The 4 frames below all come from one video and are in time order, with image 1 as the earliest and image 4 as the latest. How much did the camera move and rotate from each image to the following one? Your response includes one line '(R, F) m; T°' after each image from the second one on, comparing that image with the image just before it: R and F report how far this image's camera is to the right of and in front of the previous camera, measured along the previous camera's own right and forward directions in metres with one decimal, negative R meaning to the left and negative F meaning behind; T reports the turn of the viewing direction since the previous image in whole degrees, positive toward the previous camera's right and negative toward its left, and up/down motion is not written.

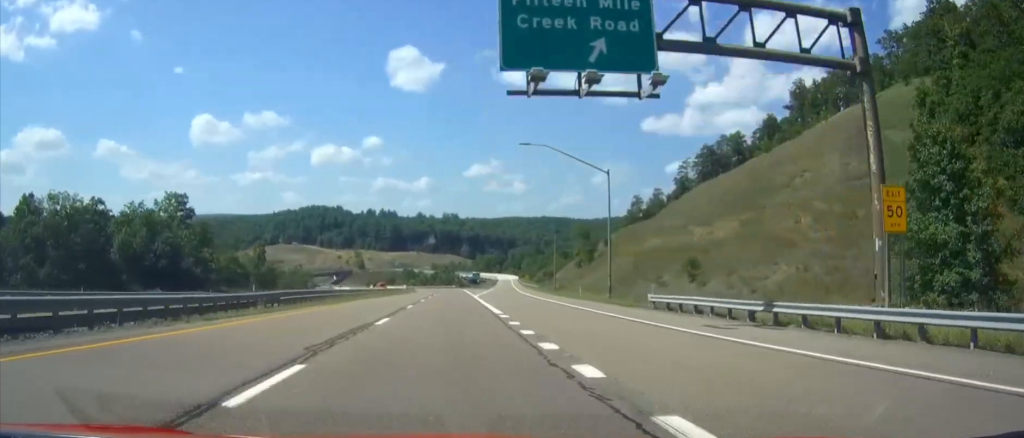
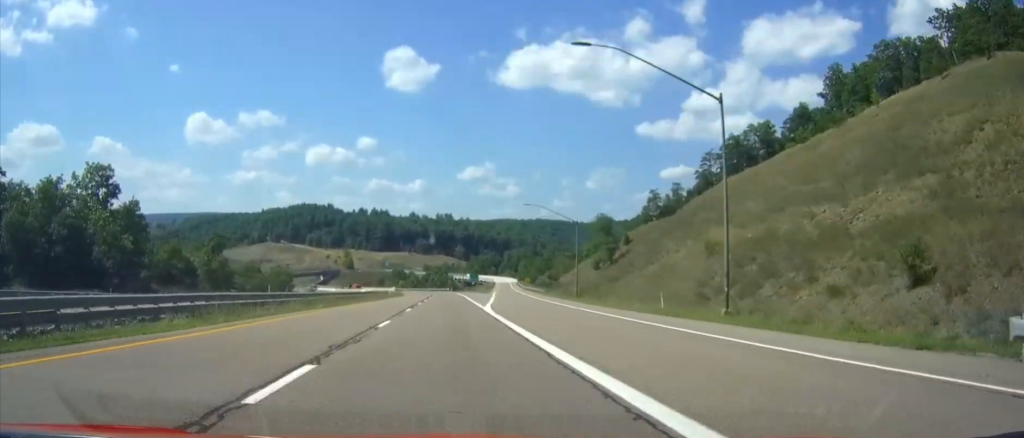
(+0.3, +24.5) m; +1°
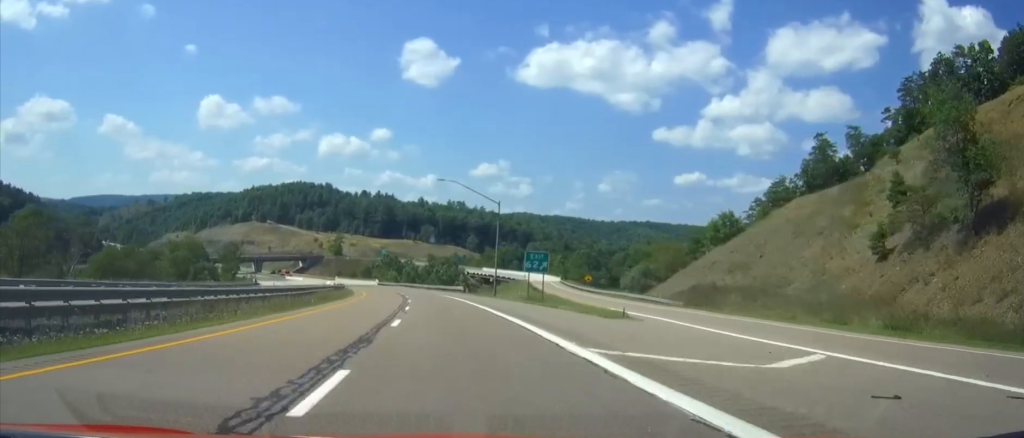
(+0.4, +89.5) m; -1°
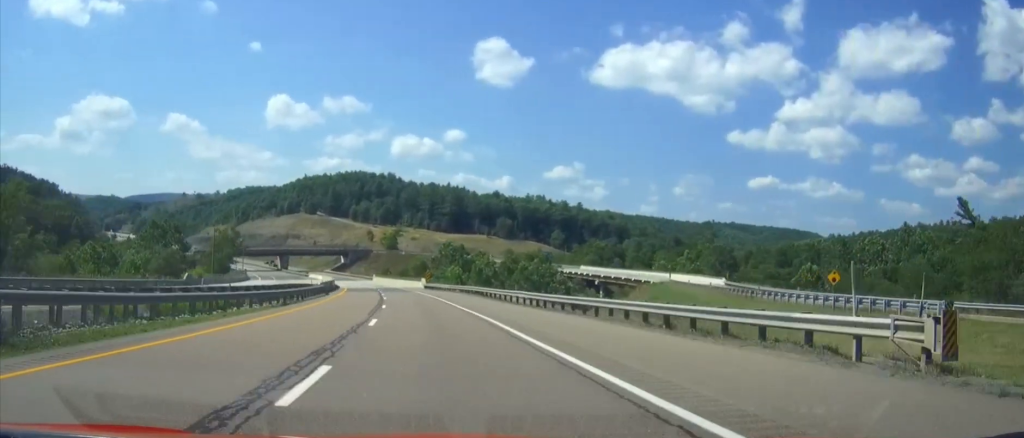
(-3.6, +76.2) m; -6°
